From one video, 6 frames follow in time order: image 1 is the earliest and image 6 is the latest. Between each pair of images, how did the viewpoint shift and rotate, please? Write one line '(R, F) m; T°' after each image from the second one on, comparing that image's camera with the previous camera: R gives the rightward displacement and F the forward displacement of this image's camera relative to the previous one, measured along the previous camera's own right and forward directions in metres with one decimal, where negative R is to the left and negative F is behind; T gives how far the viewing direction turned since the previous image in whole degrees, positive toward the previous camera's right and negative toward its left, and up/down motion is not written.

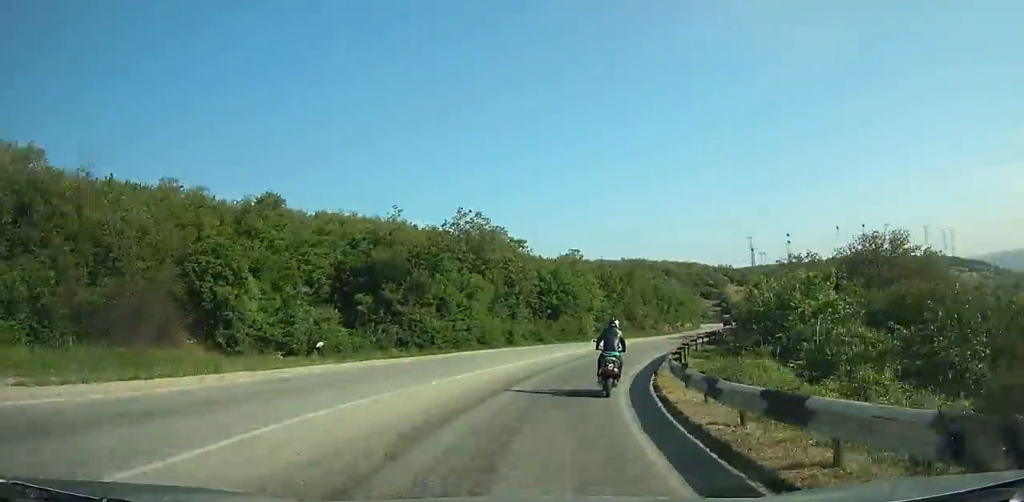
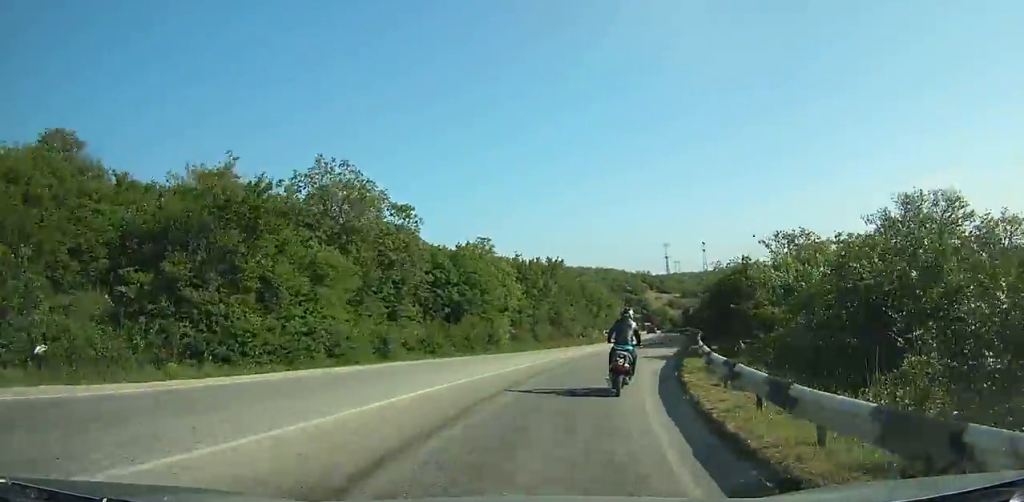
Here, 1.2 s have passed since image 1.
(0.0, +15.7) m; 0°
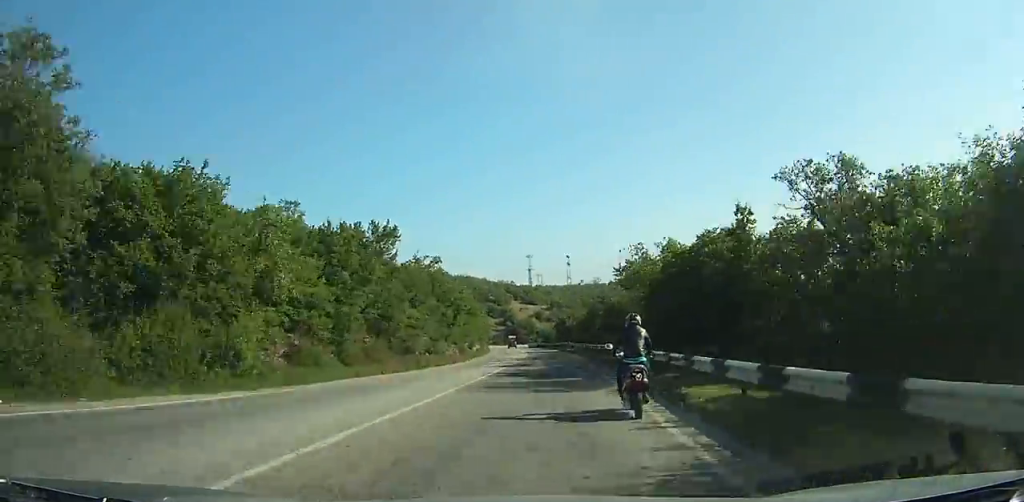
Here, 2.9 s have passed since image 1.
(0.0, +22.2) m; 0°
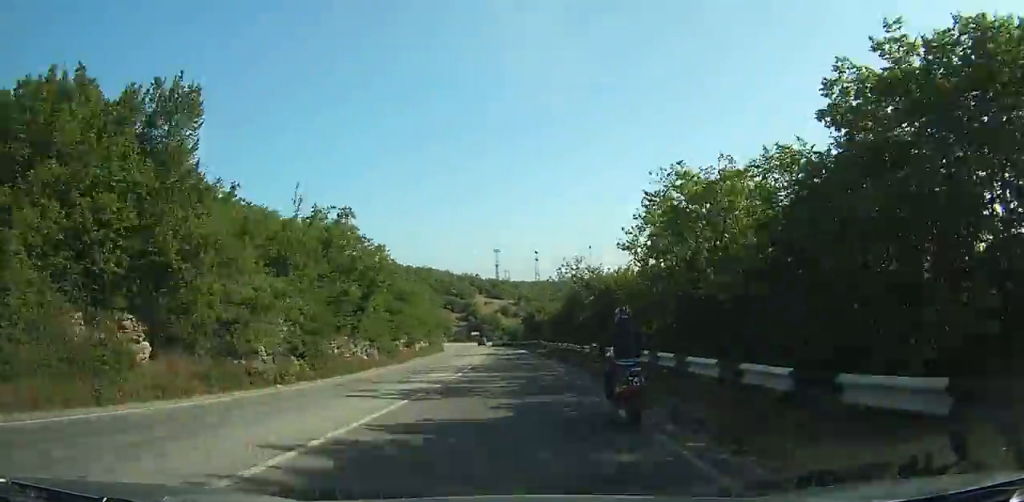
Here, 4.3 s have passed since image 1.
(0.0, +17.7) m; +3°
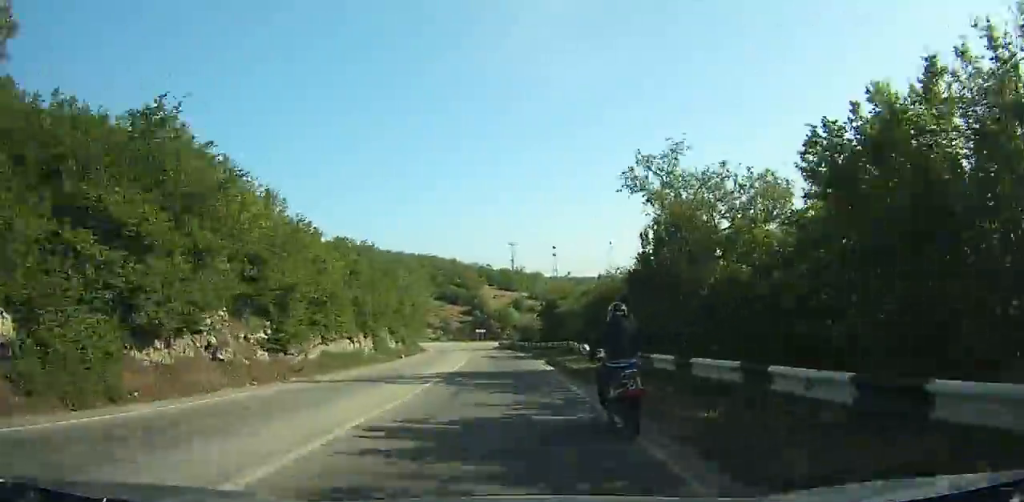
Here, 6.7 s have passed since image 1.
(+0.1, +29.4) m; +7°
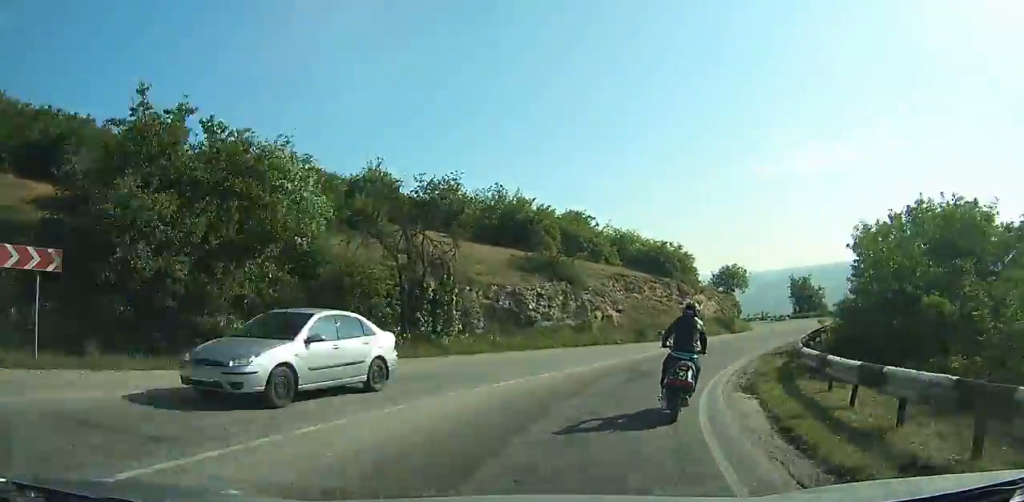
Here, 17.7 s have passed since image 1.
(+23.4, +106.8) m; +35°
